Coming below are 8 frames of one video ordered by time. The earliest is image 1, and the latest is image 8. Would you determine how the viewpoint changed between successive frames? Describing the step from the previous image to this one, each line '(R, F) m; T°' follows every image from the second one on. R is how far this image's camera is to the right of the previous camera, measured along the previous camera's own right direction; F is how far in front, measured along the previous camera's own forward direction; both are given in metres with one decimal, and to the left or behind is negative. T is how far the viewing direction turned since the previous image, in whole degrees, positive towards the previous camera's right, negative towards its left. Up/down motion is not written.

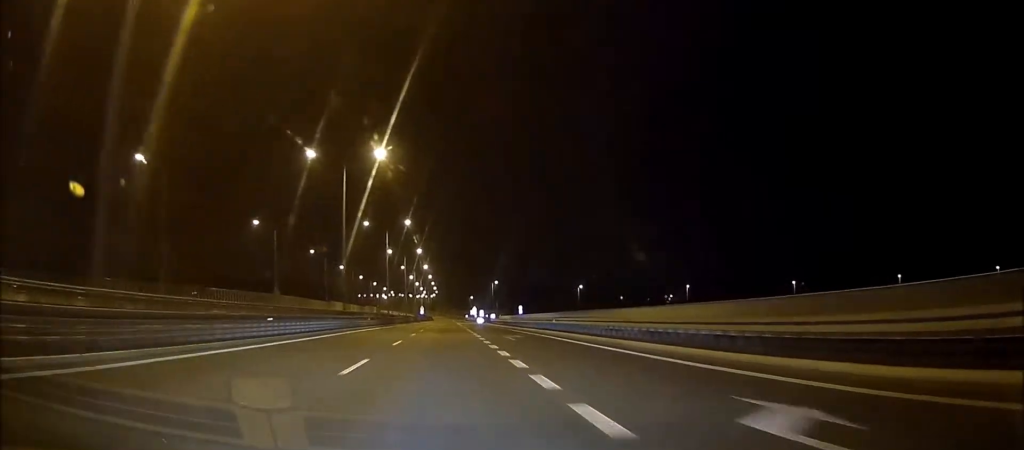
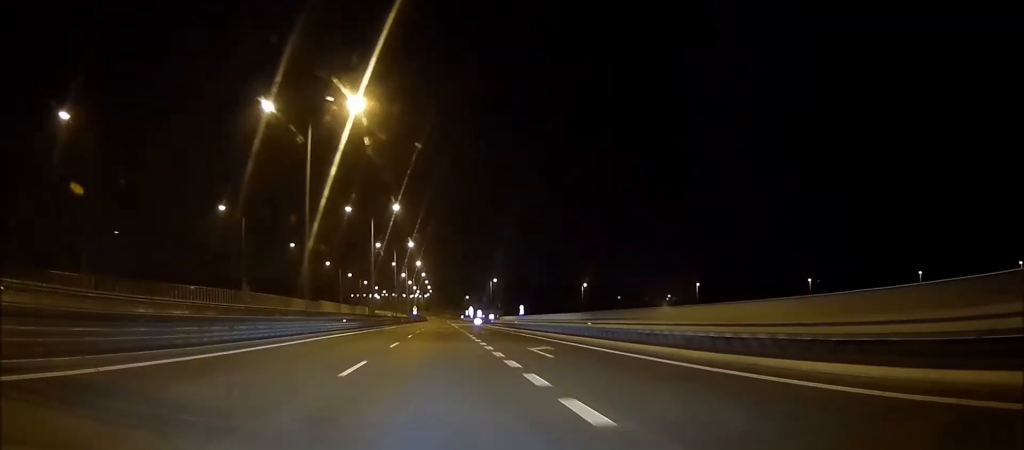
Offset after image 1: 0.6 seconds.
(0.0, +12.8) m; 0°
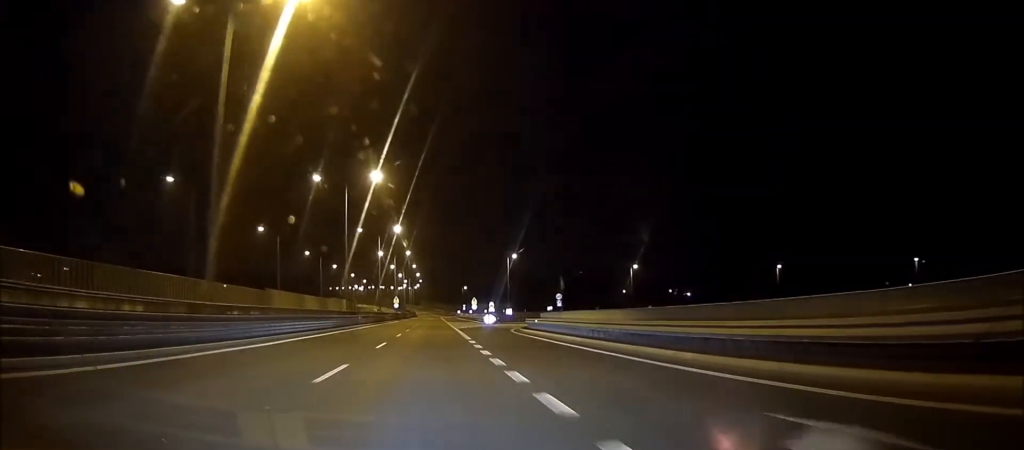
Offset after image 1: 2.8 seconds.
(-0.1, +52.9) m; 0°
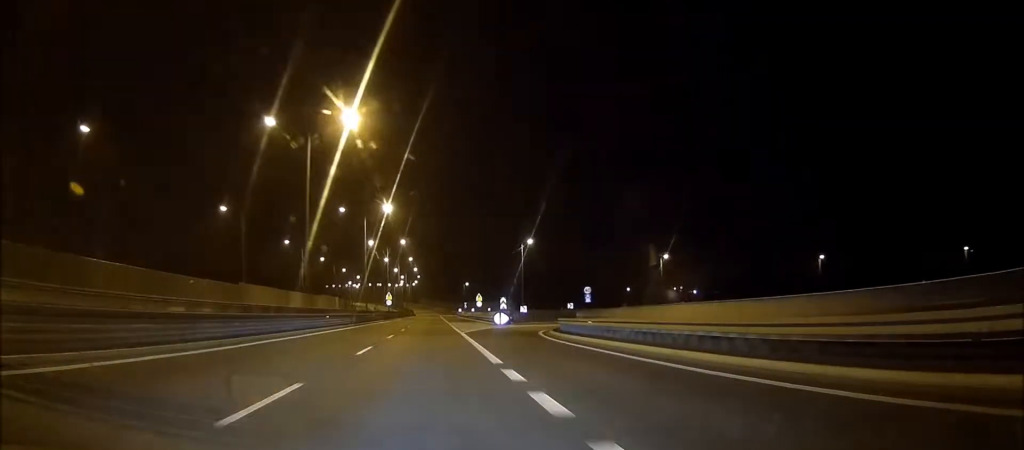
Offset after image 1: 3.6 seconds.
(0.0, +17.7) m; 0°
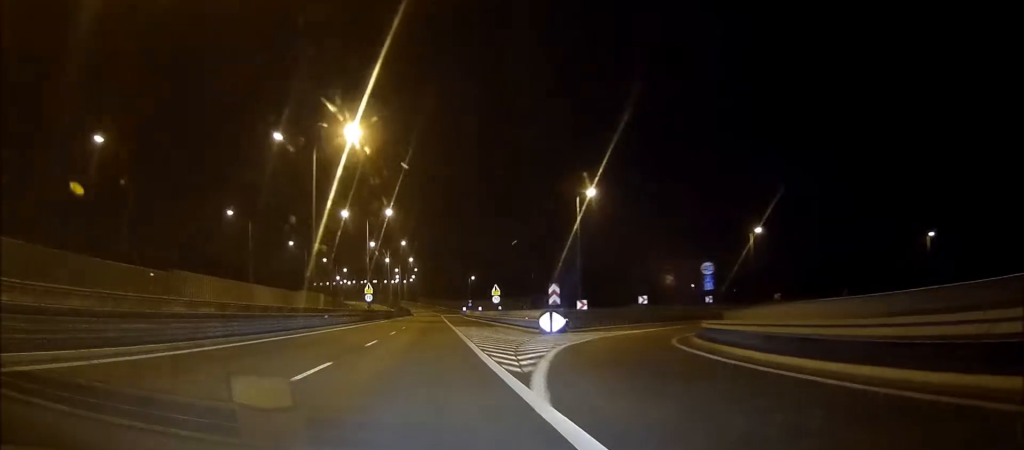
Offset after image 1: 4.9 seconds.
(-0.2, +32.5) m; 0°
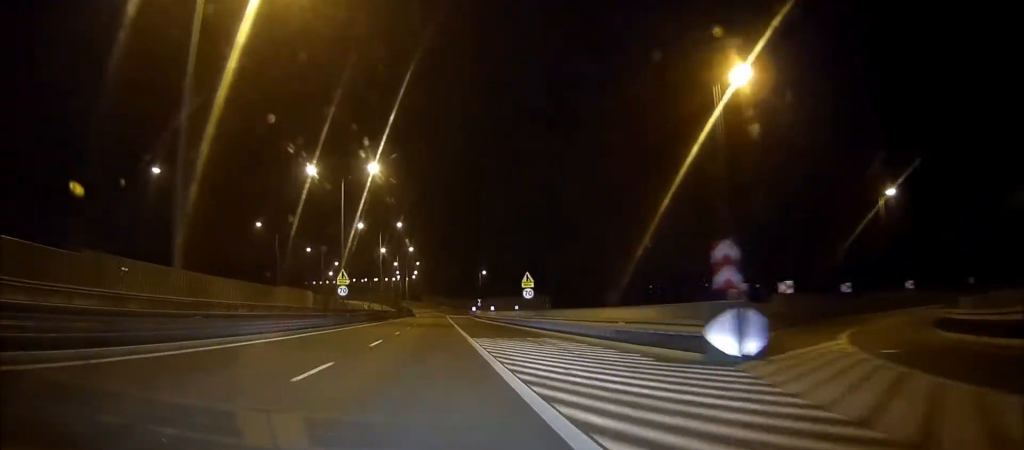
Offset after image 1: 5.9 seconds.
(0.0, +24.5) m; 0°
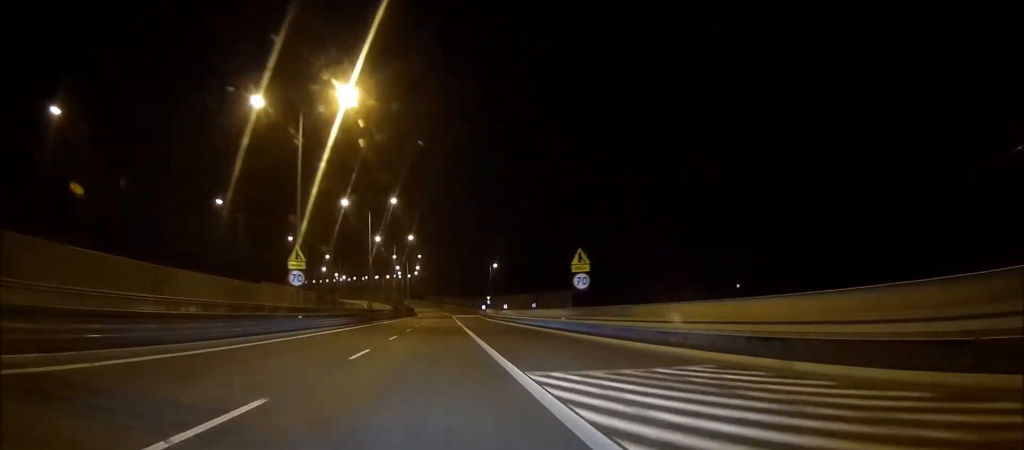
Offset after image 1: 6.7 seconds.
(0.0, +18.9) m; 0°
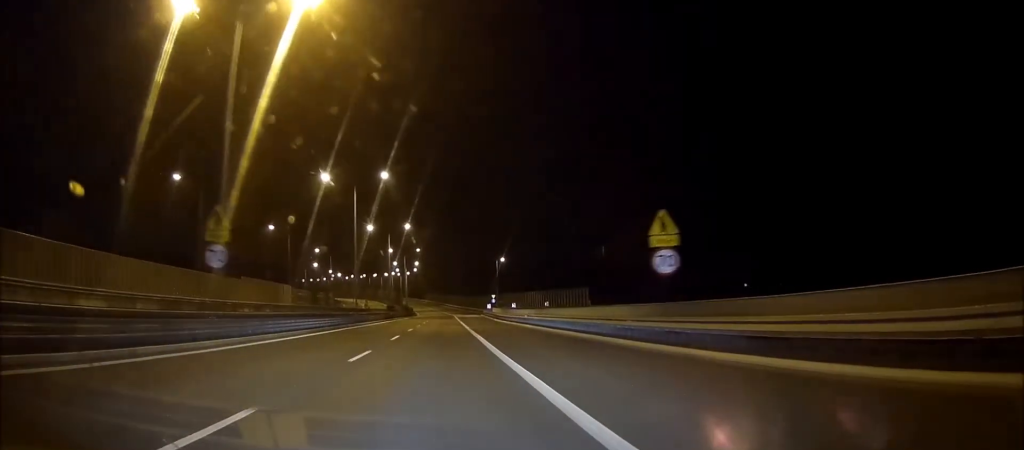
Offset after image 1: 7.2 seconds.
(0.0, +13.2) m; 0°
